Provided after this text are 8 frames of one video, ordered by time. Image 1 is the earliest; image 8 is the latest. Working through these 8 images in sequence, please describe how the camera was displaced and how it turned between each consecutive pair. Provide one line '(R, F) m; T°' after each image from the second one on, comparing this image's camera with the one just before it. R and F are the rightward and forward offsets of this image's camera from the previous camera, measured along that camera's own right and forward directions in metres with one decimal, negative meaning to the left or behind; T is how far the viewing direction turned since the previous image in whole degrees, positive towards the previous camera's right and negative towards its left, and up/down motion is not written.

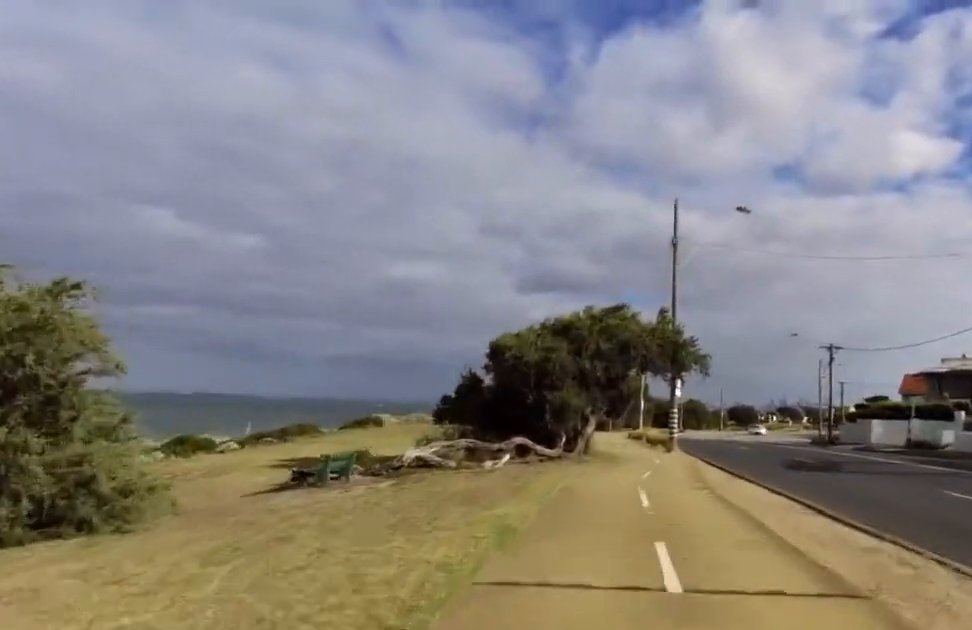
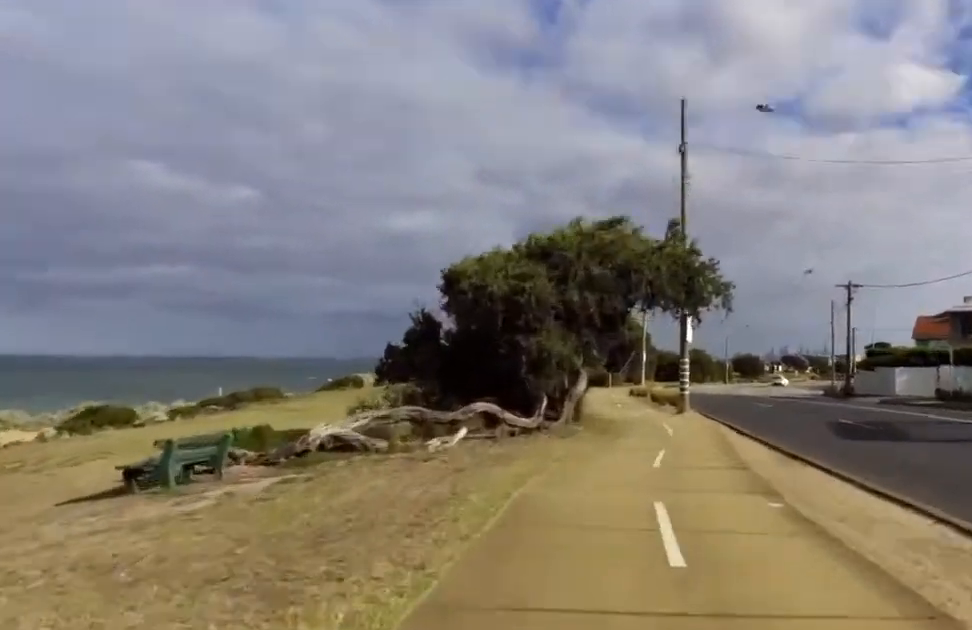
(+0.1, +4.9) m; -2°
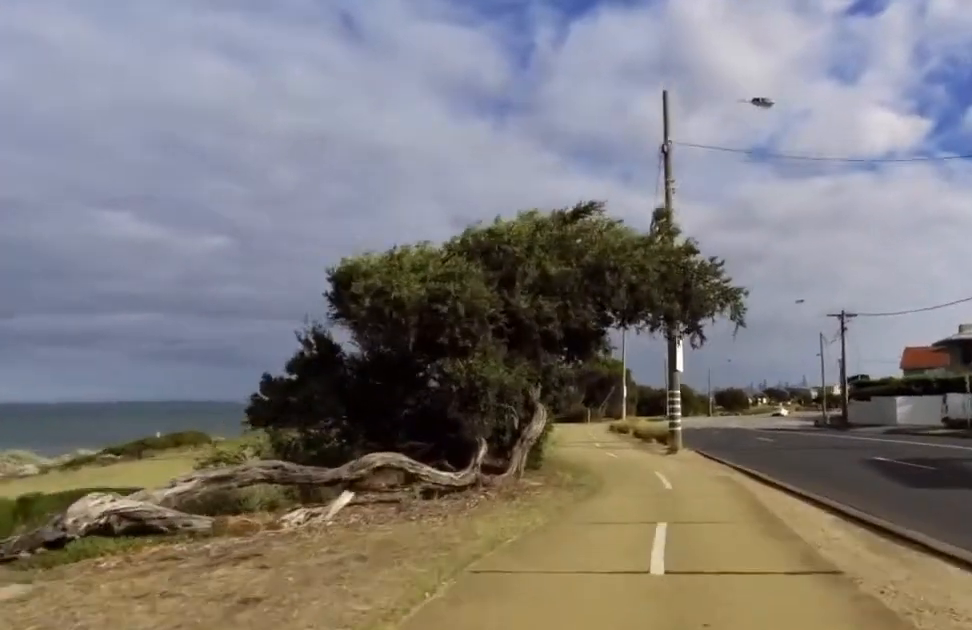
(+0.3, +4.3) m; -2°
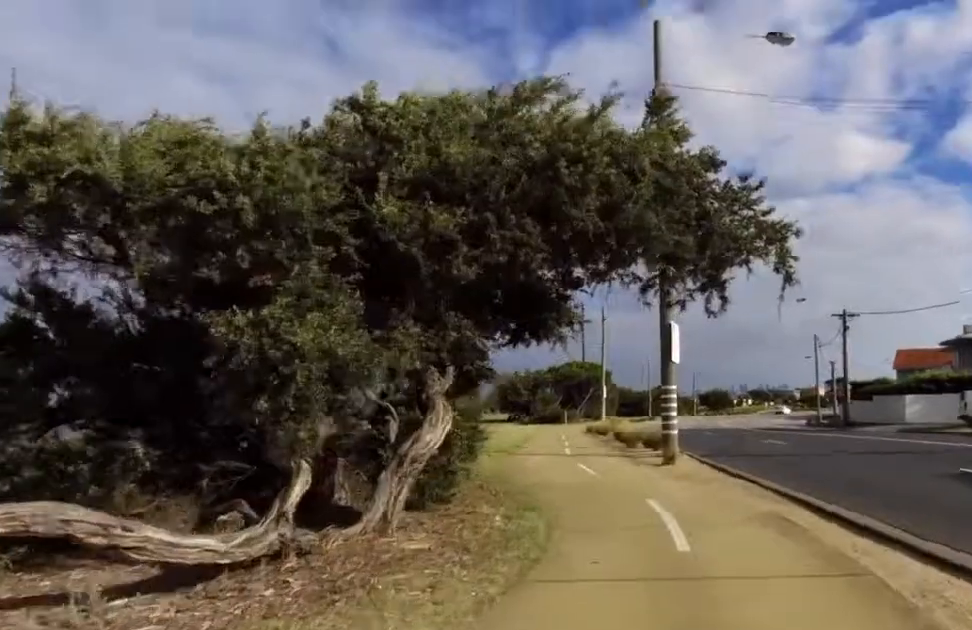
(-0.5, +5.0) m; +2°
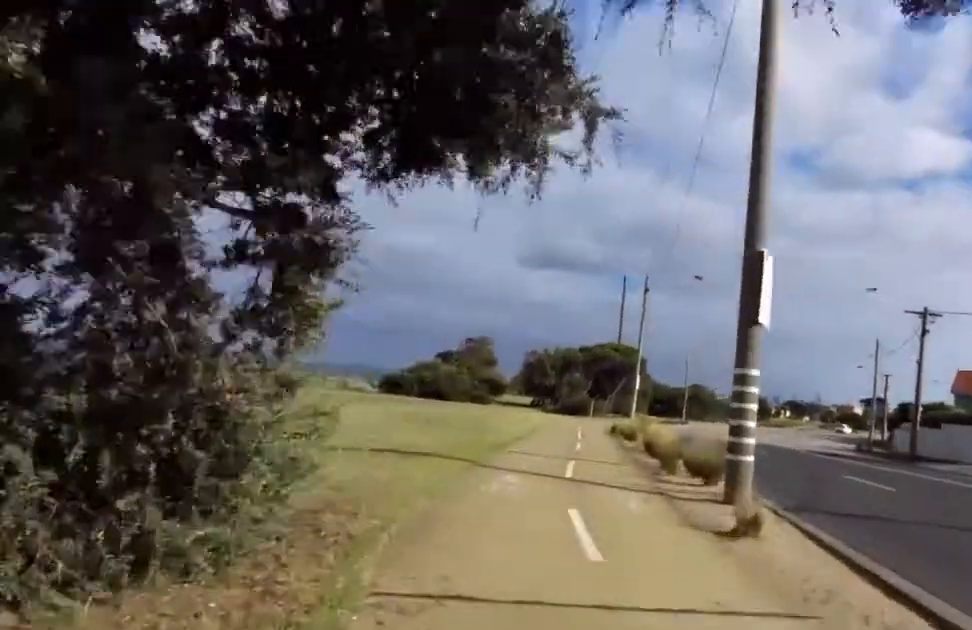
(0.0, +6.2) m; +2°
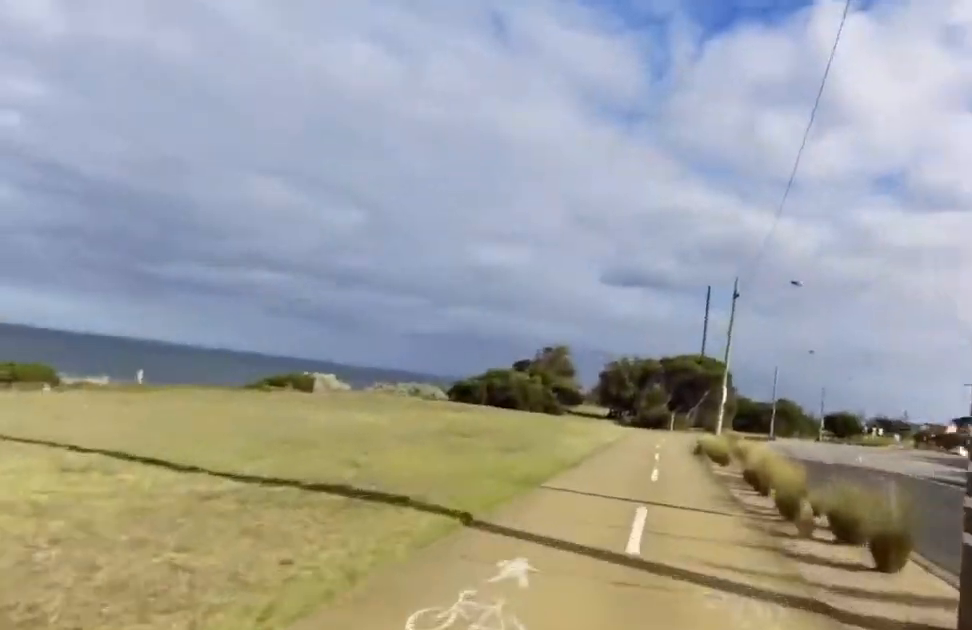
(+0.8, +4.6) m; 0°
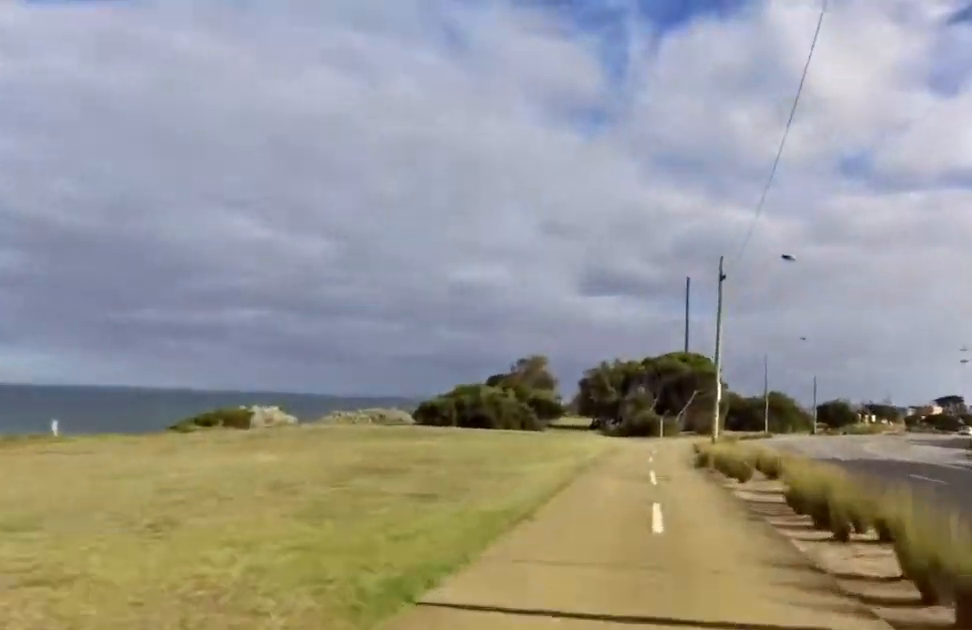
(-0.4, +4.6) m; -2°
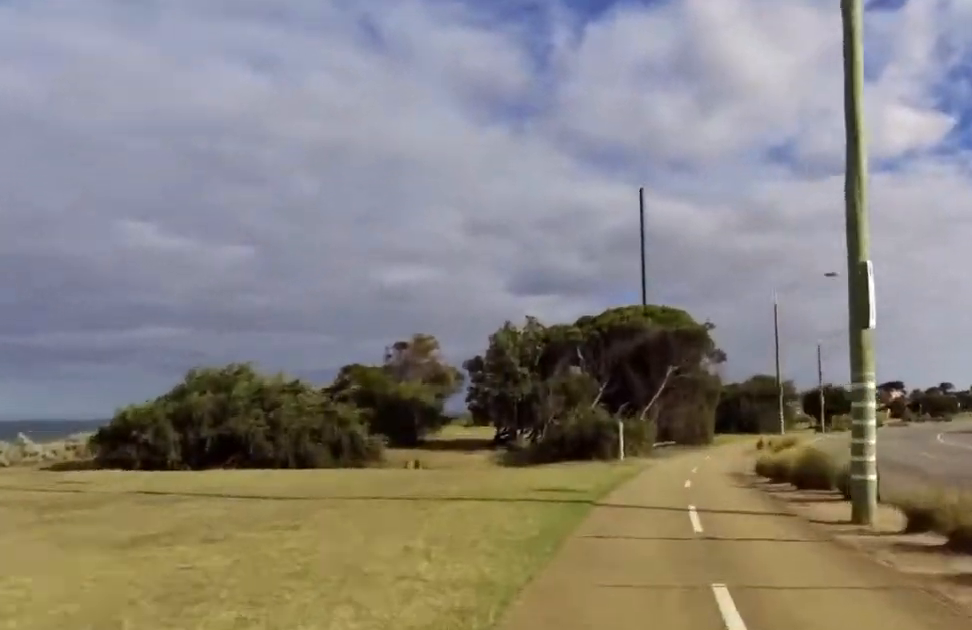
(+1.1, +27.3) m; +4°
